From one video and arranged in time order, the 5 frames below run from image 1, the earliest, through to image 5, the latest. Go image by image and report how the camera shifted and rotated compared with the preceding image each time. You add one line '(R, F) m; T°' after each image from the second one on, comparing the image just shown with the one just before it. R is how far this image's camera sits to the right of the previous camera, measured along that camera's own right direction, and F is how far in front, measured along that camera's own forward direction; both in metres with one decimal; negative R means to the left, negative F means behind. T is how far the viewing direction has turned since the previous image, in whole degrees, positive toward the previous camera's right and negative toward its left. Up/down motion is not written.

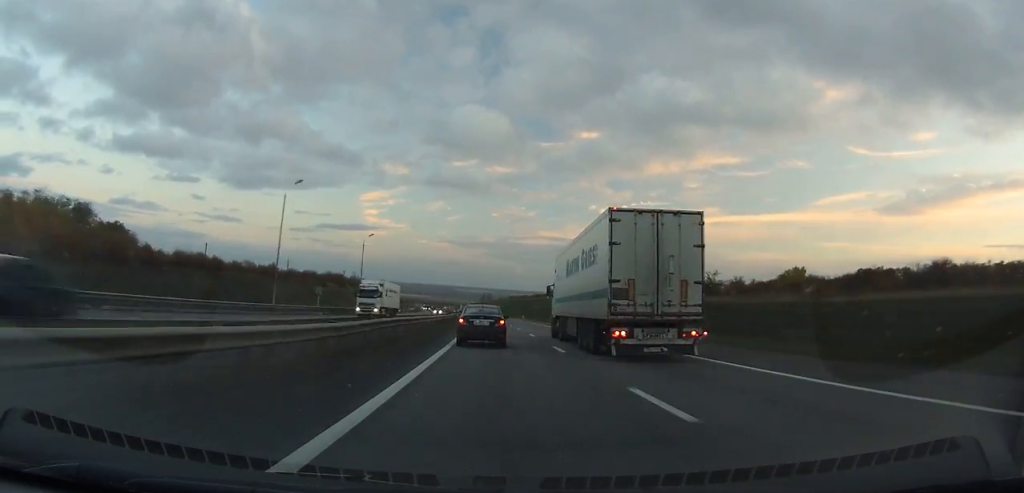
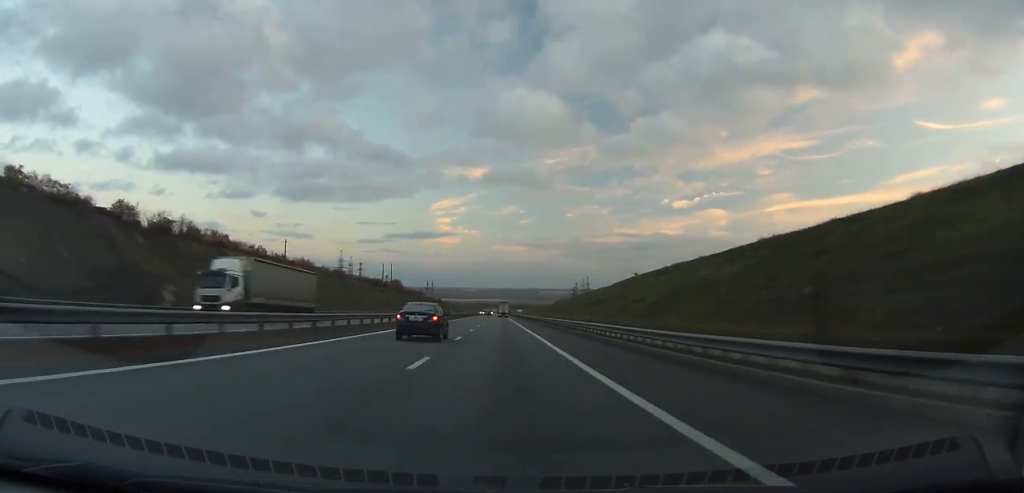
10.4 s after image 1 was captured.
(-22.1, +316.3) m; -7°
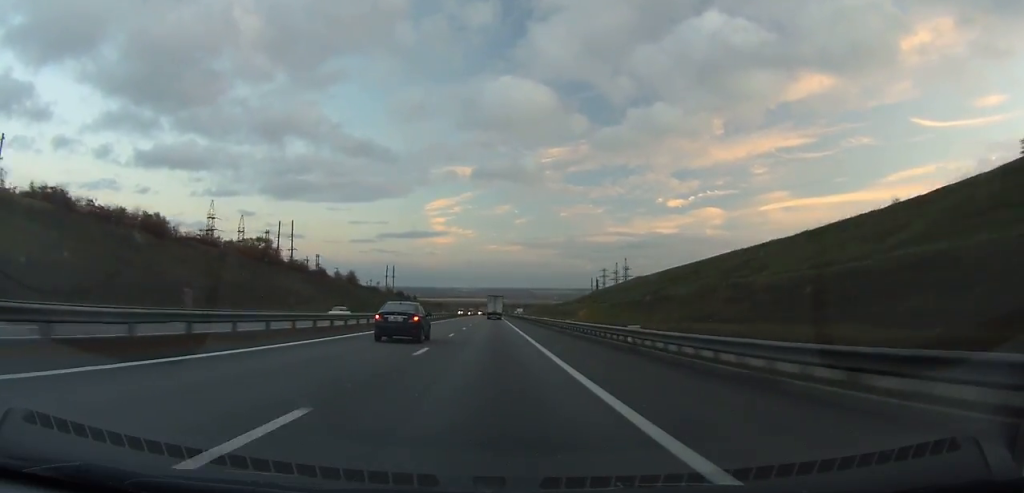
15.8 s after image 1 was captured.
(-1.5, +163.1) m; -1°
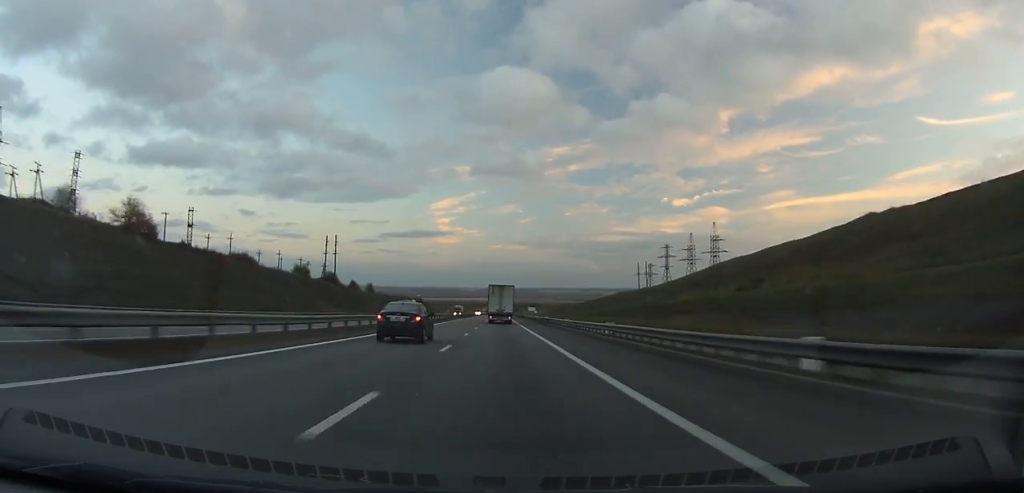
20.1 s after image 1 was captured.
(-0.1, +126.7) m; 0°
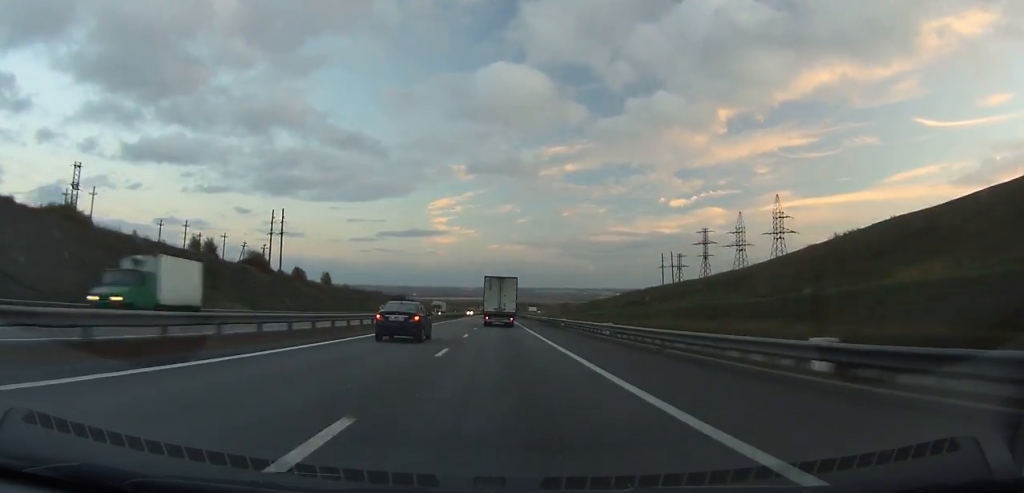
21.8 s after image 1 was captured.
(0.0, +48.7) m; 0°
